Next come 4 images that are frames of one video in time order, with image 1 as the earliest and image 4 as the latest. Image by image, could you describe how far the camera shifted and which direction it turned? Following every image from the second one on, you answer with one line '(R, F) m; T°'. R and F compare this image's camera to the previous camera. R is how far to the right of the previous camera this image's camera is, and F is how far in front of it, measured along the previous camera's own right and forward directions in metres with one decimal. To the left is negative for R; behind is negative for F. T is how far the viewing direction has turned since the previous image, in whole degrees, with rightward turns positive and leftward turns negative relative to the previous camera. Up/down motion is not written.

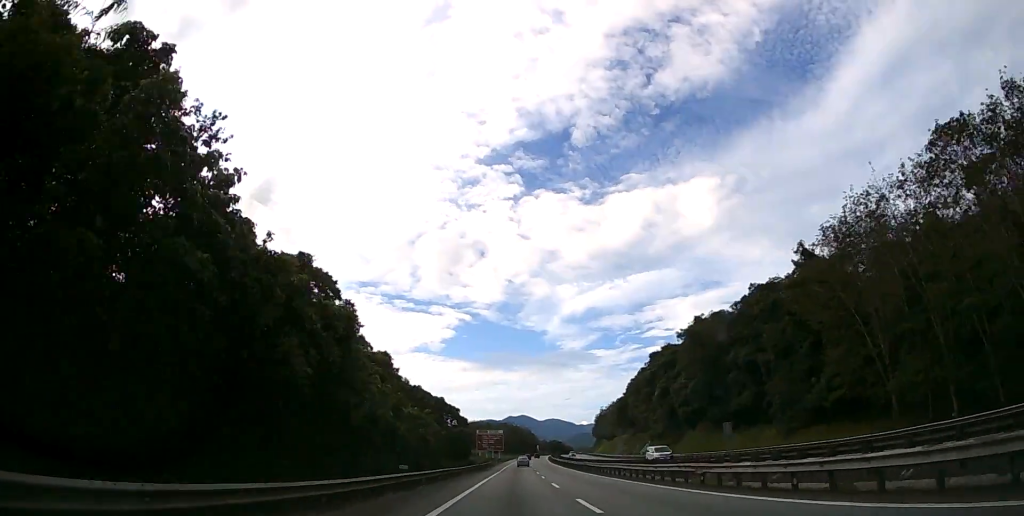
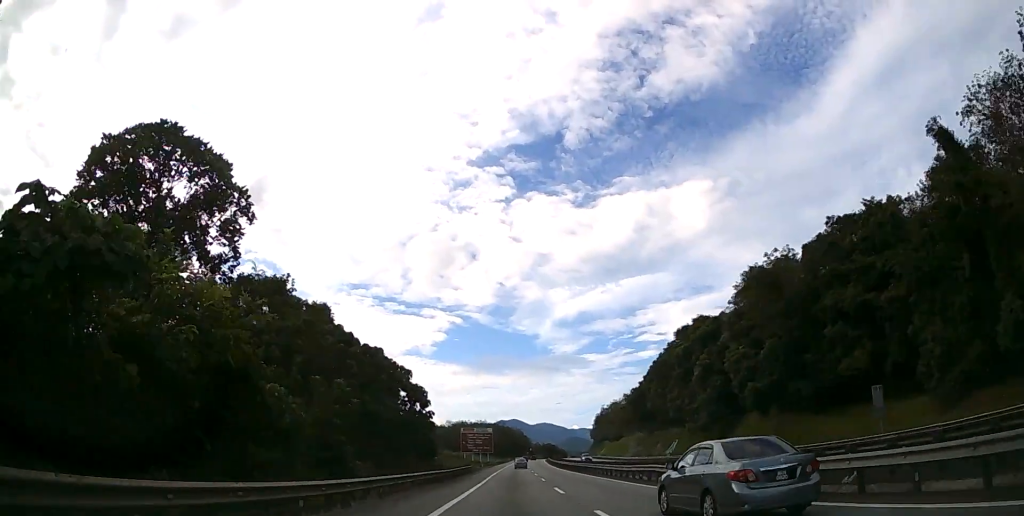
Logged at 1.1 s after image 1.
(+0.2, +27.7) m; +1°
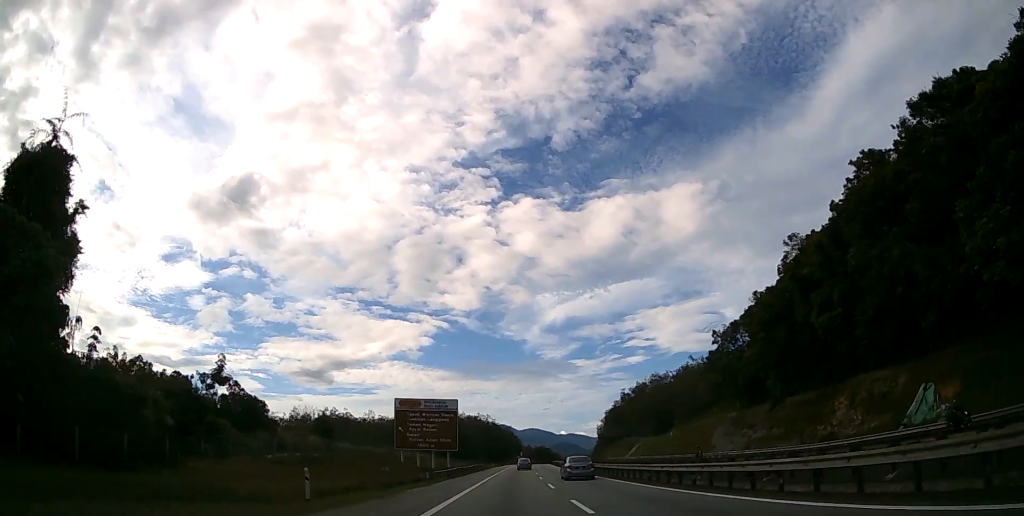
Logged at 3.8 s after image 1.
(+1.2, +70.7) m; +2°
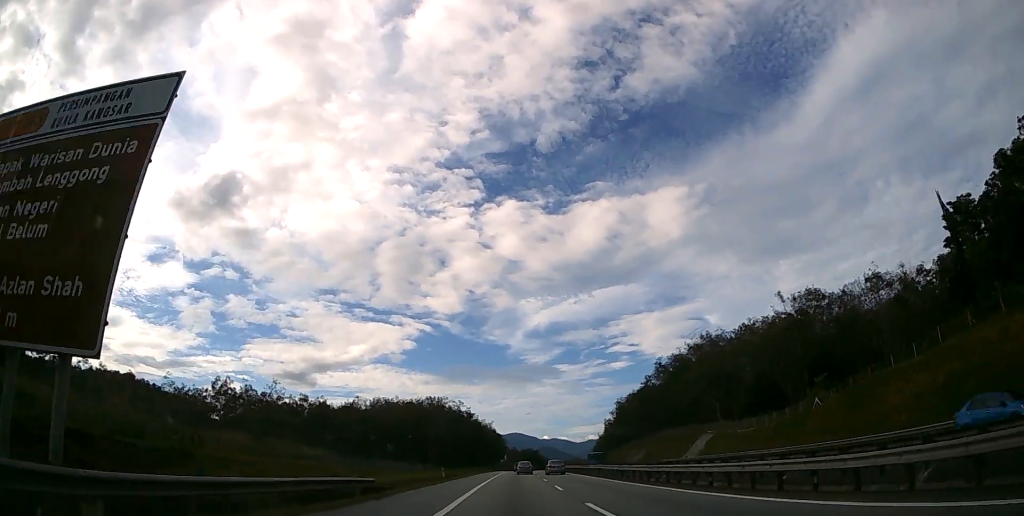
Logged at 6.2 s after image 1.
(+0.4, +62.5) m; +1°
